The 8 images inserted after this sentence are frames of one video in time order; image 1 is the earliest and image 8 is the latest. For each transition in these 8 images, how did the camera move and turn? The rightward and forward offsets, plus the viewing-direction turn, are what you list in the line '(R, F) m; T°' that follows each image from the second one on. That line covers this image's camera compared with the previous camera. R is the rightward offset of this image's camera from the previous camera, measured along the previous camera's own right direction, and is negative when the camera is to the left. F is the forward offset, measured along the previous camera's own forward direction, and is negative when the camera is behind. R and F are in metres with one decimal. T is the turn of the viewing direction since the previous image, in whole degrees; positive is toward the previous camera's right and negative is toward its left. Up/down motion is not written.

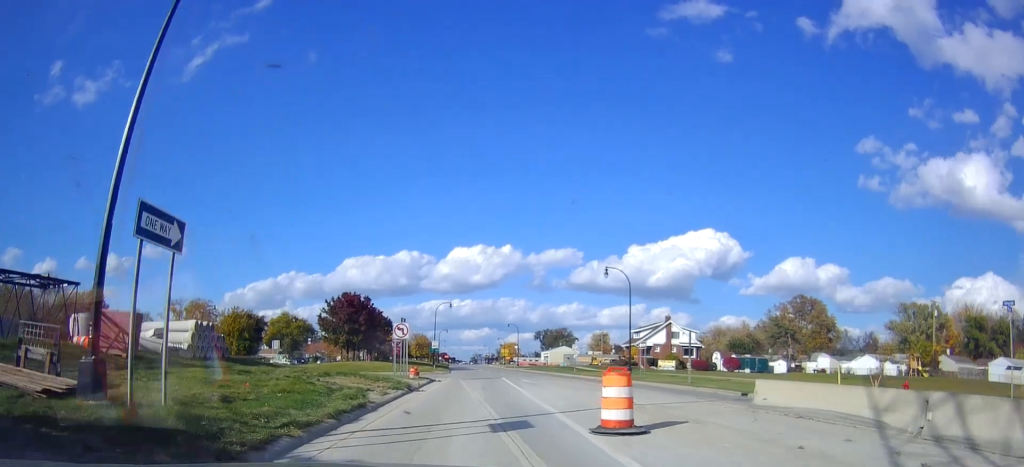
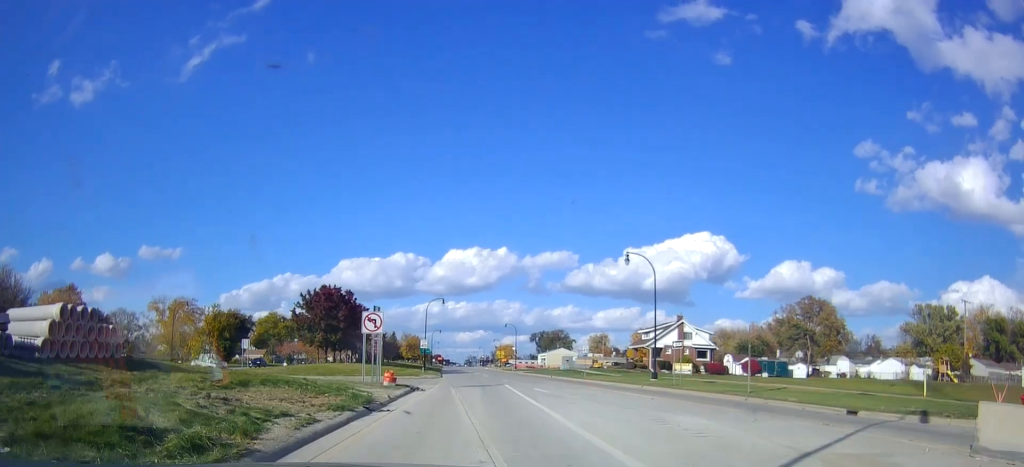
(-0.1, +8.1) m; +1°
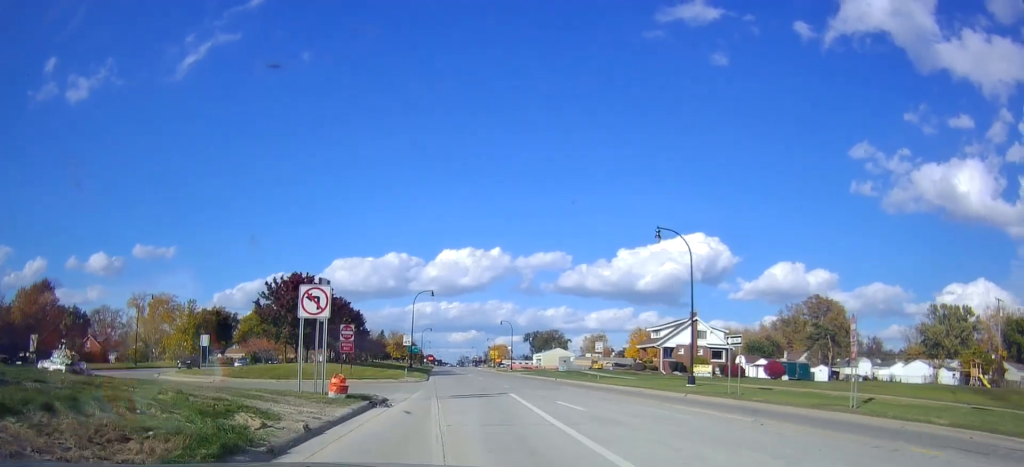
(+0.2, +8.3) m; +1°
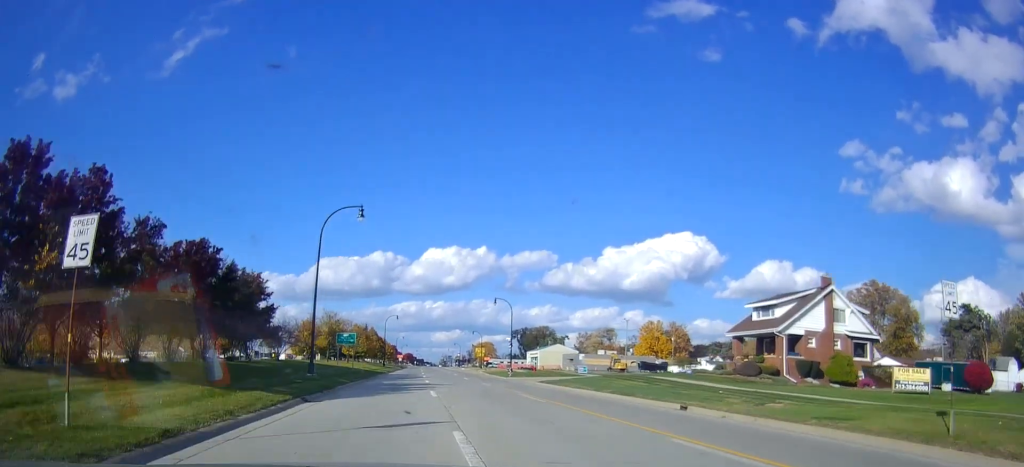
(+0.5, +36.2) m; +2°
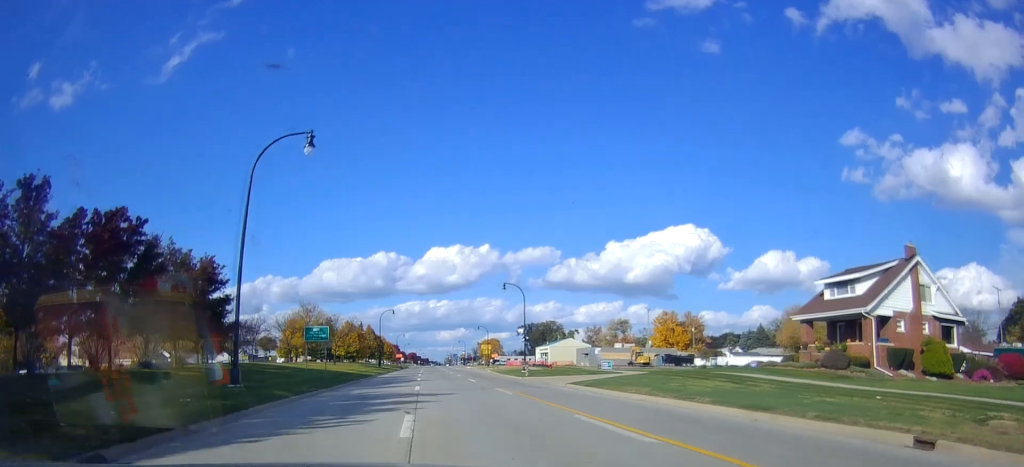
(+0.1, +10.8) m; 0°
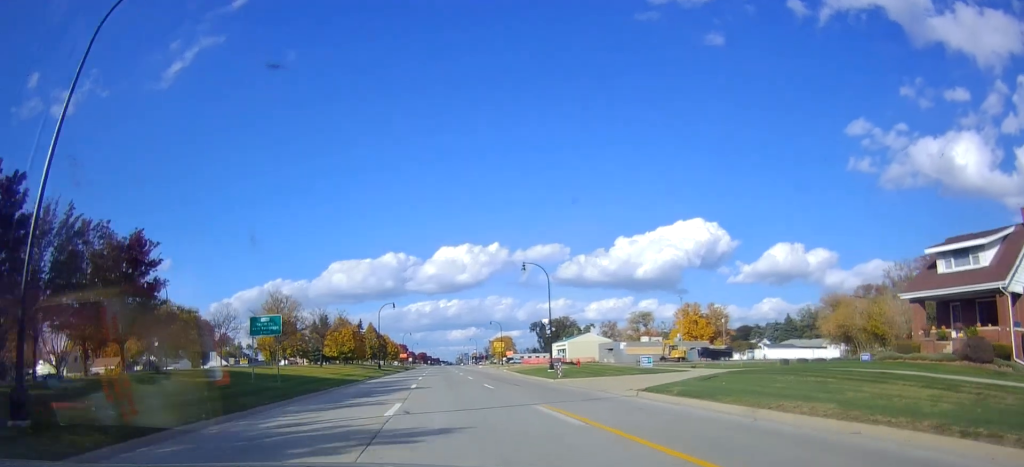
(-0.2, +11.4) m; -1°
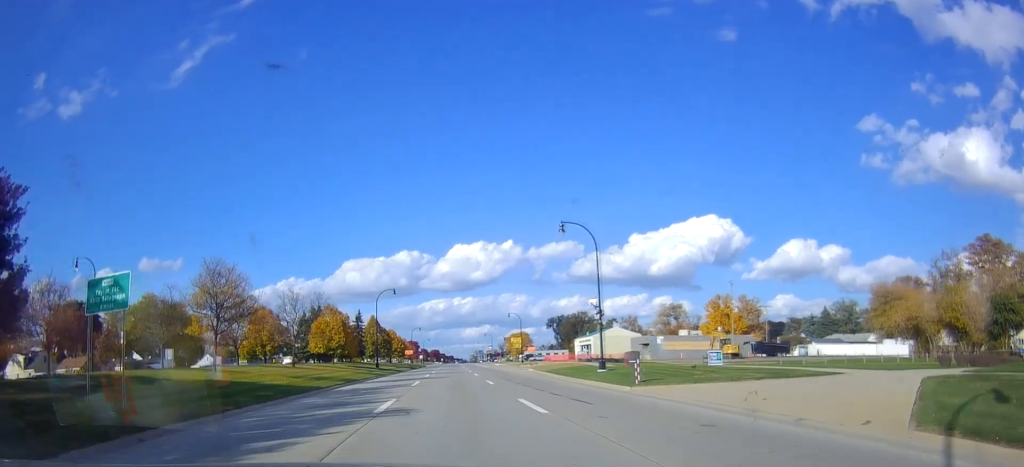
(-0.1, +13.8) m; -1°
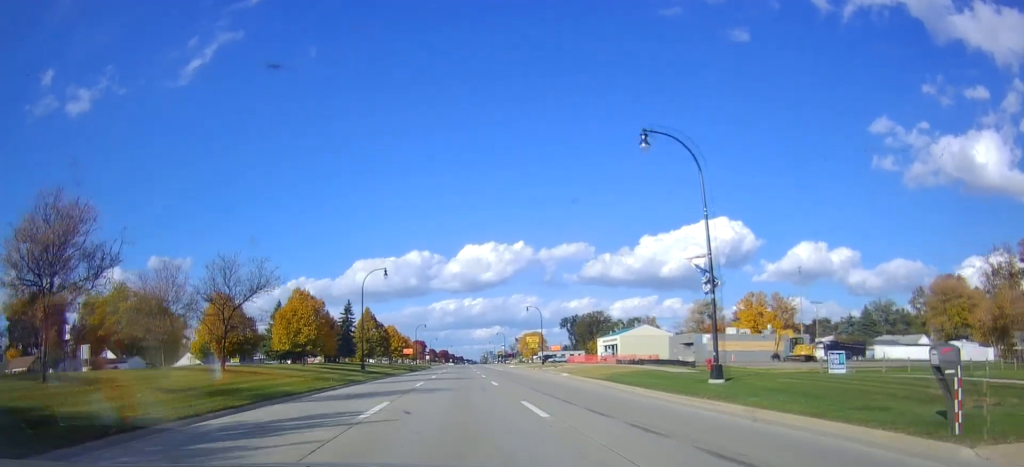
(-0.2, +15.4) m; -2°
